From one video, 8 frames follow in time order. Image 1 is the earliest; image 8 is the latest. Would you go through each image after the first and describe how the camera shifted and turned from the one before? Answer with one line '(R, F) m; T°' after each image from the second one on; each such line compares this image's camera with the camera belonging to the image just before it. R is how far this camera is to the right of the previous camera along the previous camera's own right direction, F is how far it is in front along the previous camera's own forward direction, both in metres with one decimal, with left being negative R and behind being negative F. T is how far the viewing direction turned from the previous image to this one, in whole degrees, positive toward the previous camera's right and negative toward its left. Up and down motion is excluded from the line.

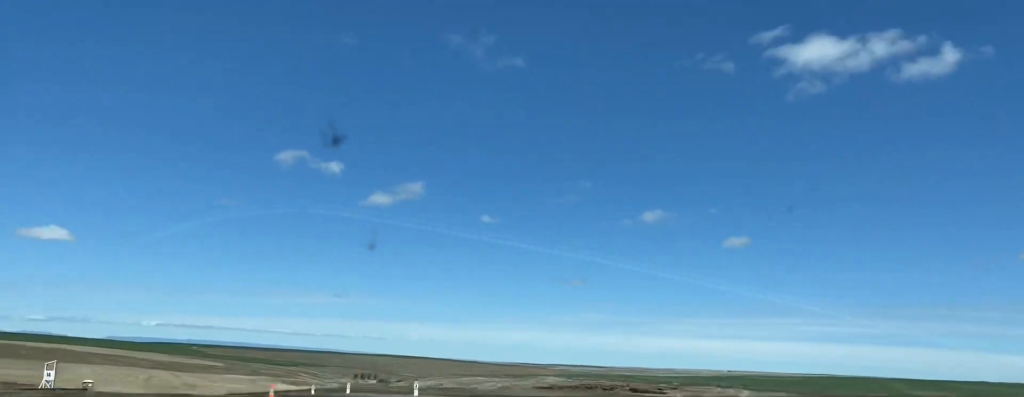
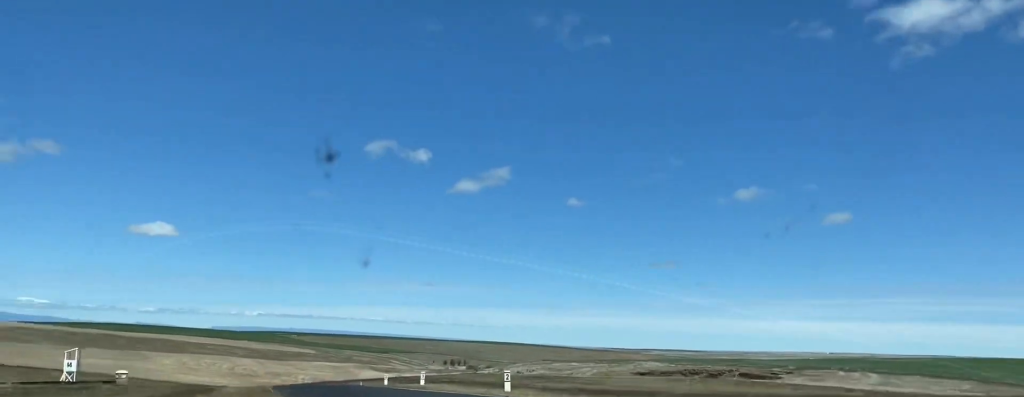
(+0.1, +24.2) m; -3°
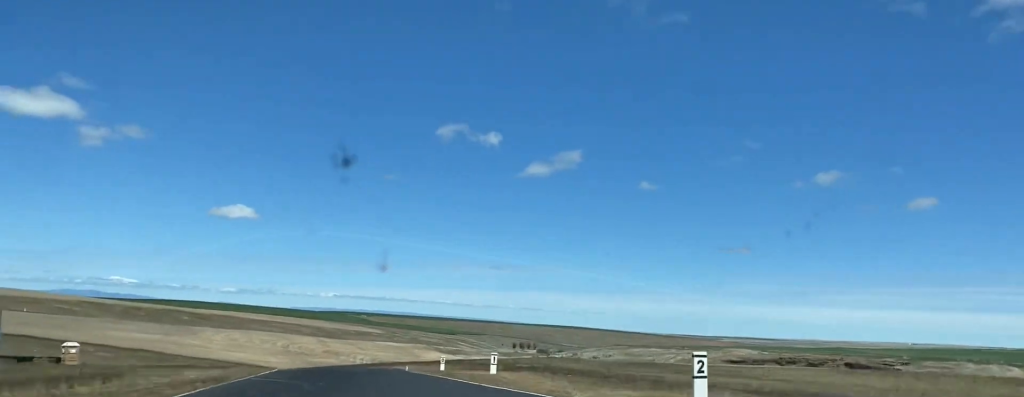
(-0.7, +28.7) m; -4°
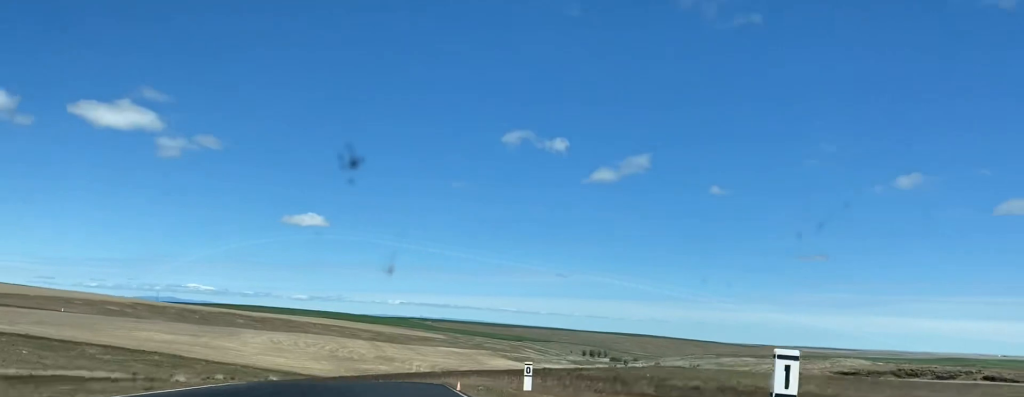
(-2.8, +37.7) m; -6°
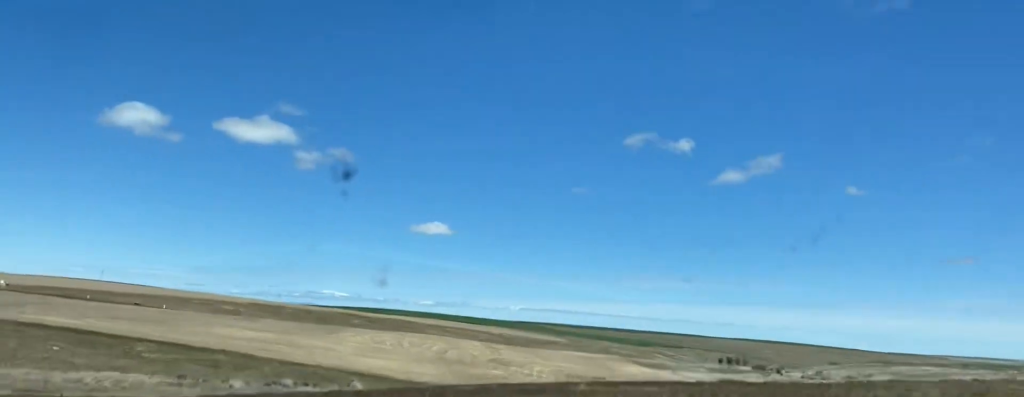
(-2.1, +43.7) m; -9°
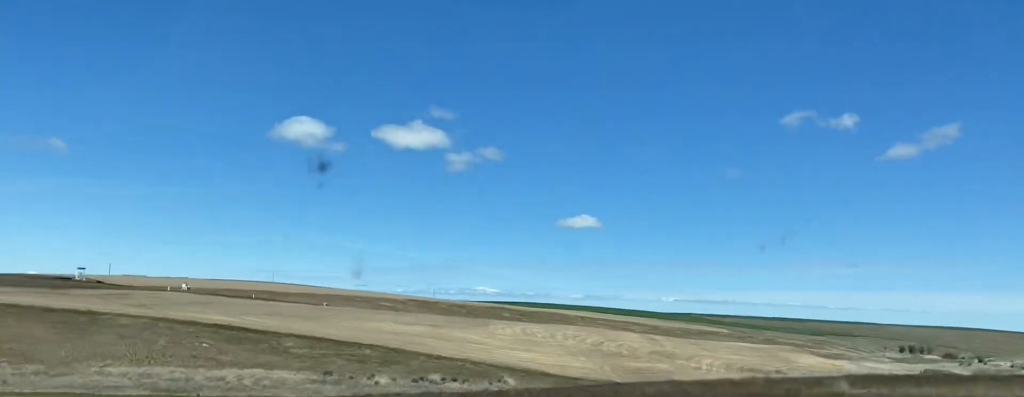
(-1.2, +17.2) m; -11°
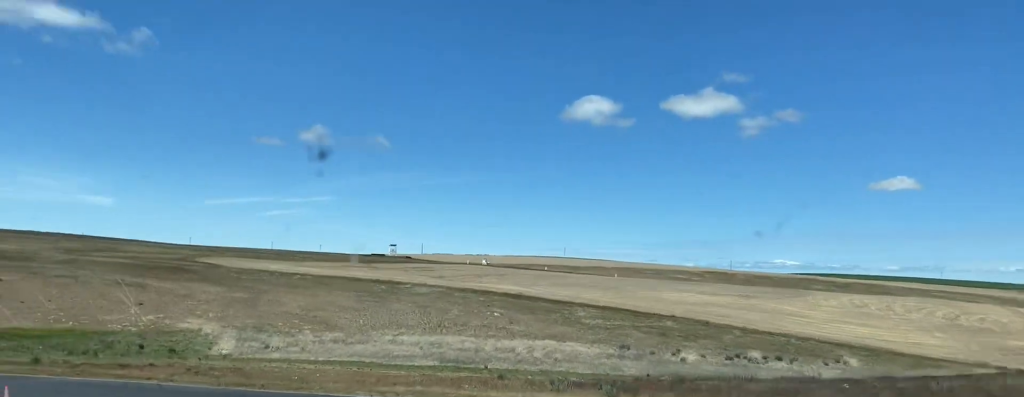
(-1.5, +17.8) m; -18°
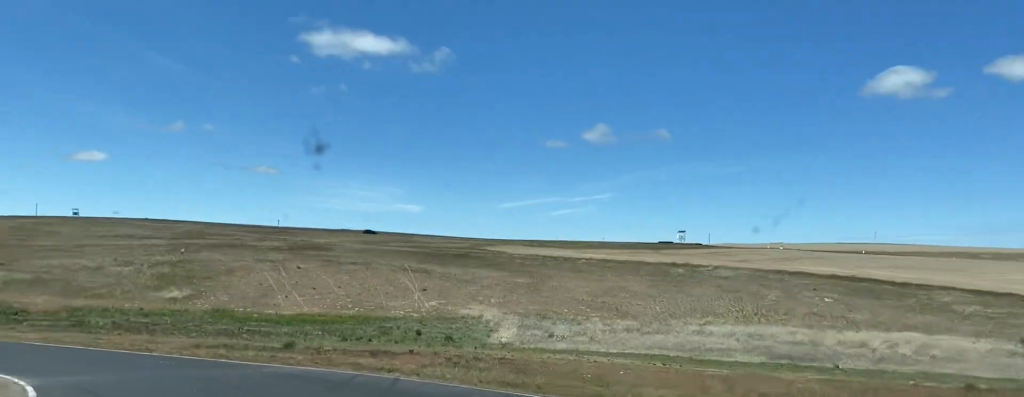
(-3.9, +18.3) m; -21°
